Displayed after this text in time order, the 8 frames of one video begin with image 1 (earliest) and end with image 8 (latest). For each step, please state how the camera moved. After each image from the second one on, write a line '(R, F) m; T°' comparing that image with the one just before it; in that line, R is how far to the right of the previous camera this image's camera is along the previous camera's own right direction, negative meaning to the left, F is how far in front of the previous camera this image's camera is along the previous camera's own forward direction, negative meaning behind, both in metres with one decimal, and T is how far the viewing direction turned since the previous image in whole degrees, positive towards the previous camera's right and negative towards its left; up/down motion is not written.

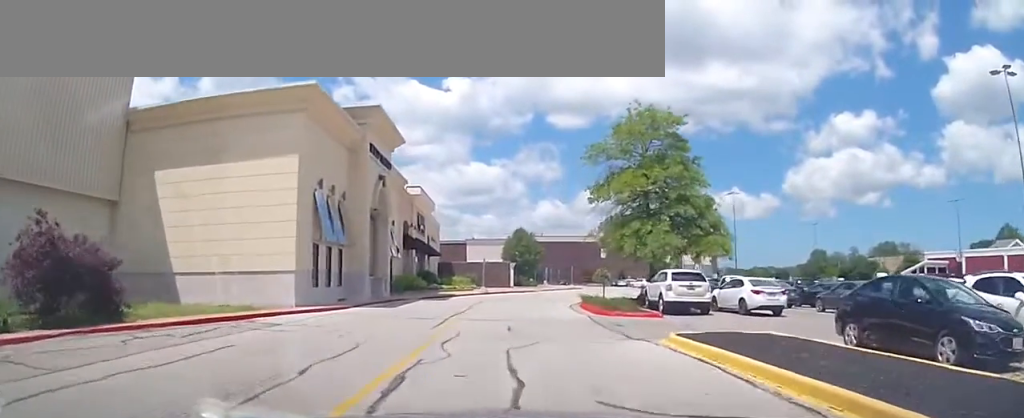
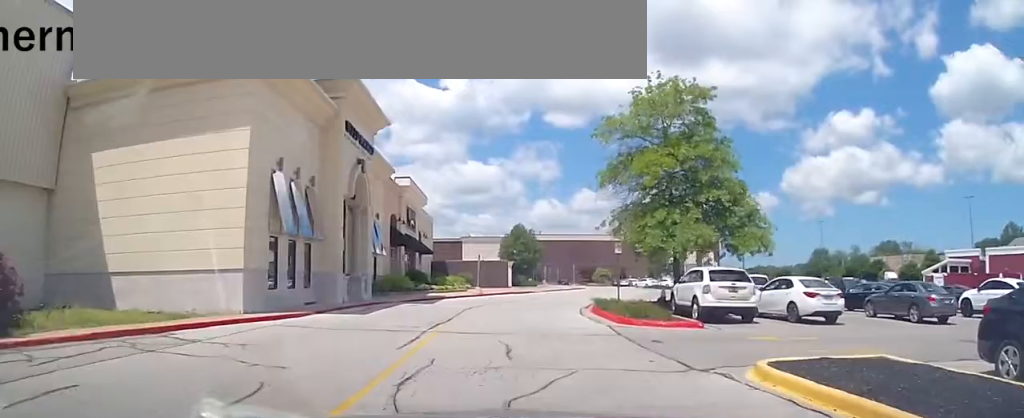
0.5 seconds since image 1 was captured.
(0.0, +4.6) m; -1°
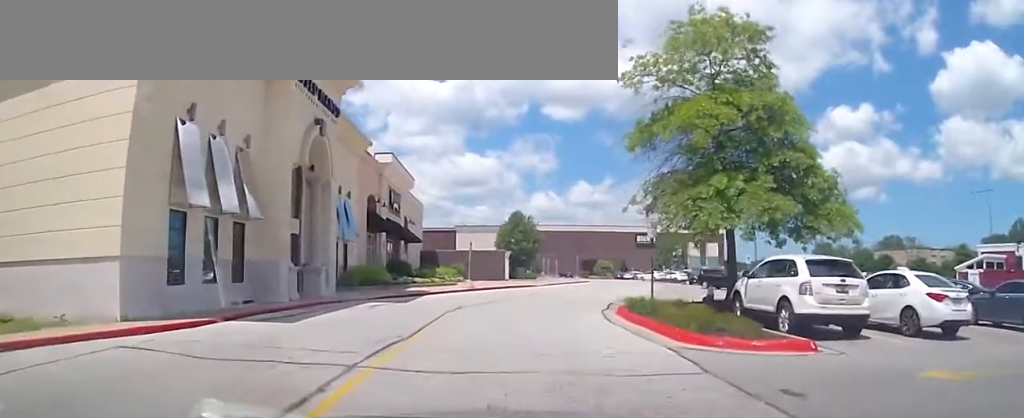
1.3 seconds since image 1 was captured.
(-0.1, +6.3) m; -1°
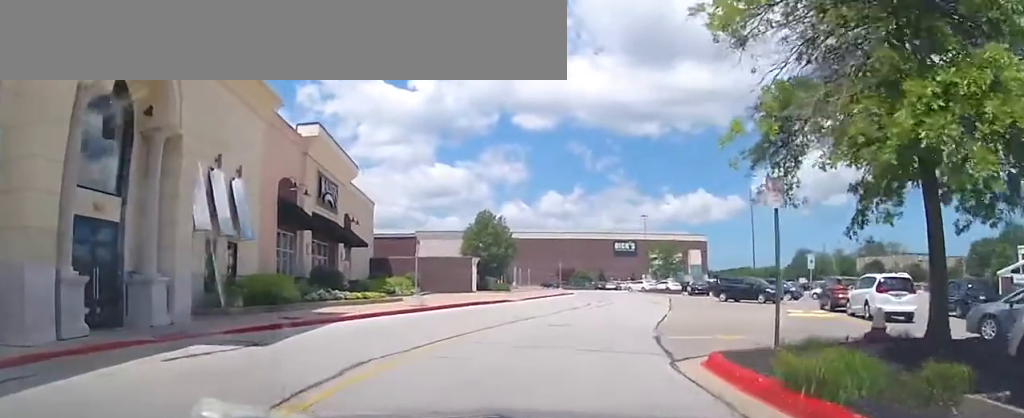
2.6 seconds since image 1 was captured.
(-0.2, +10.7) m; 0°
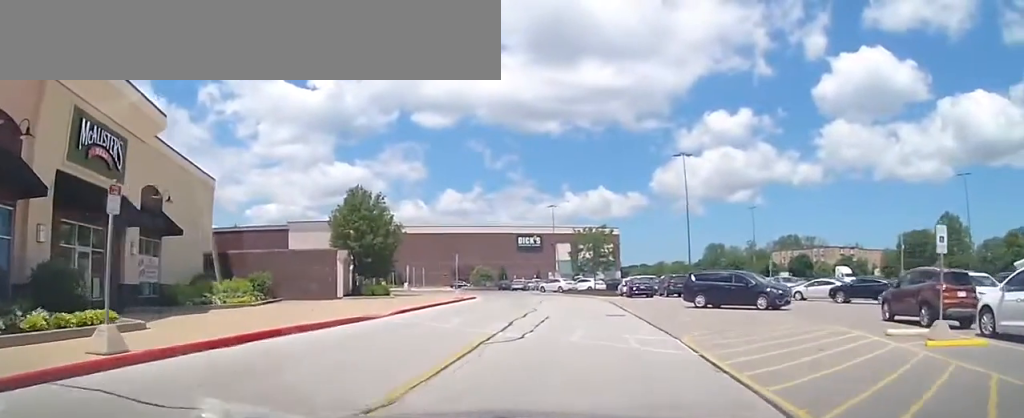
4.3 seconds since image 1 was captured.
(+0.9, +12.7) m; +11°
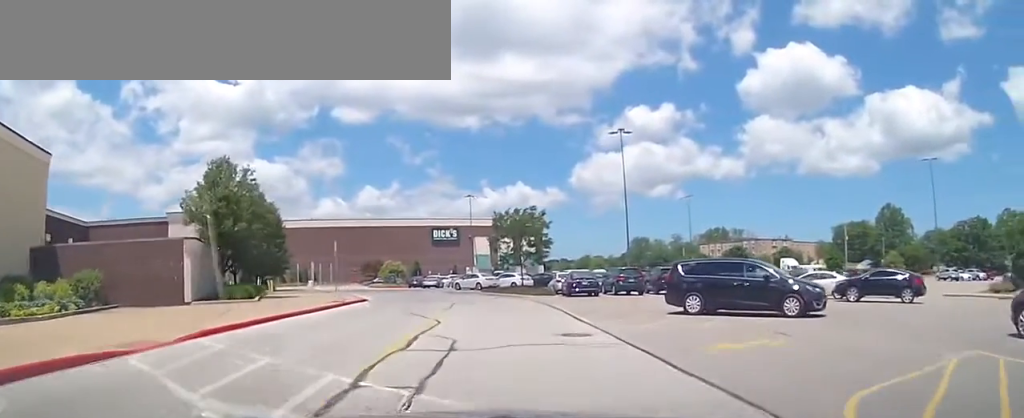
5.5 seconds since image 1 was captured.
(+0.9, +8.9) m; +8°
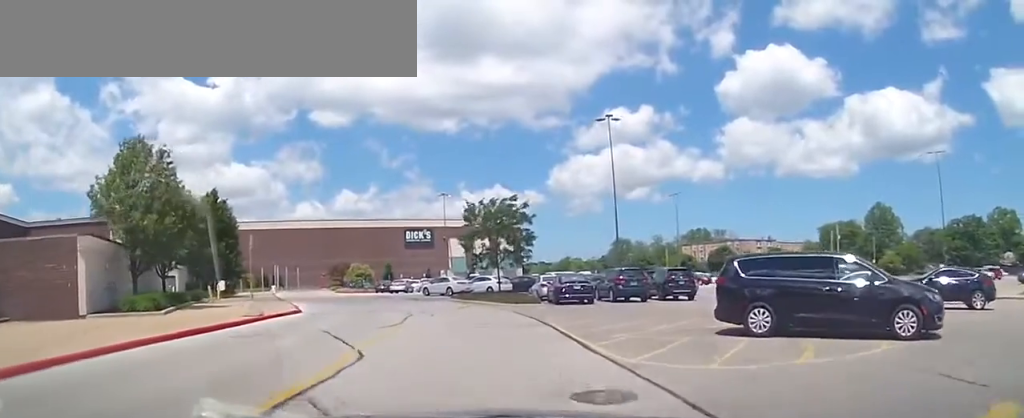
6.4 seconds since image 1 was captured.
(+0.2, +6.0) m; +1°
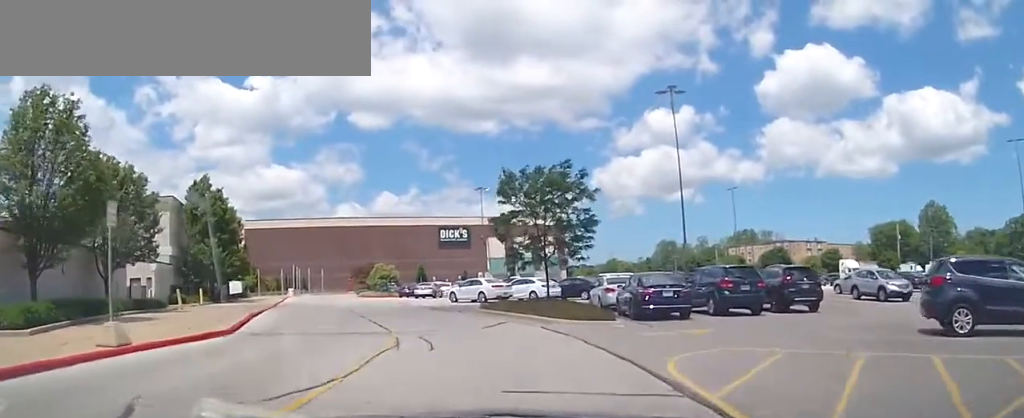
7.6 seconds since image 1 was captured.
(-0.1, +8.8) m; 0°
